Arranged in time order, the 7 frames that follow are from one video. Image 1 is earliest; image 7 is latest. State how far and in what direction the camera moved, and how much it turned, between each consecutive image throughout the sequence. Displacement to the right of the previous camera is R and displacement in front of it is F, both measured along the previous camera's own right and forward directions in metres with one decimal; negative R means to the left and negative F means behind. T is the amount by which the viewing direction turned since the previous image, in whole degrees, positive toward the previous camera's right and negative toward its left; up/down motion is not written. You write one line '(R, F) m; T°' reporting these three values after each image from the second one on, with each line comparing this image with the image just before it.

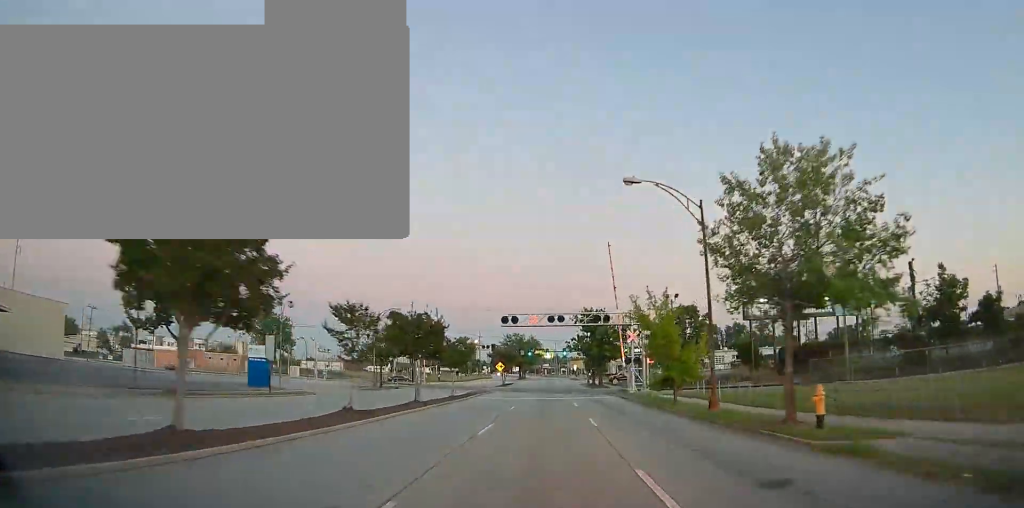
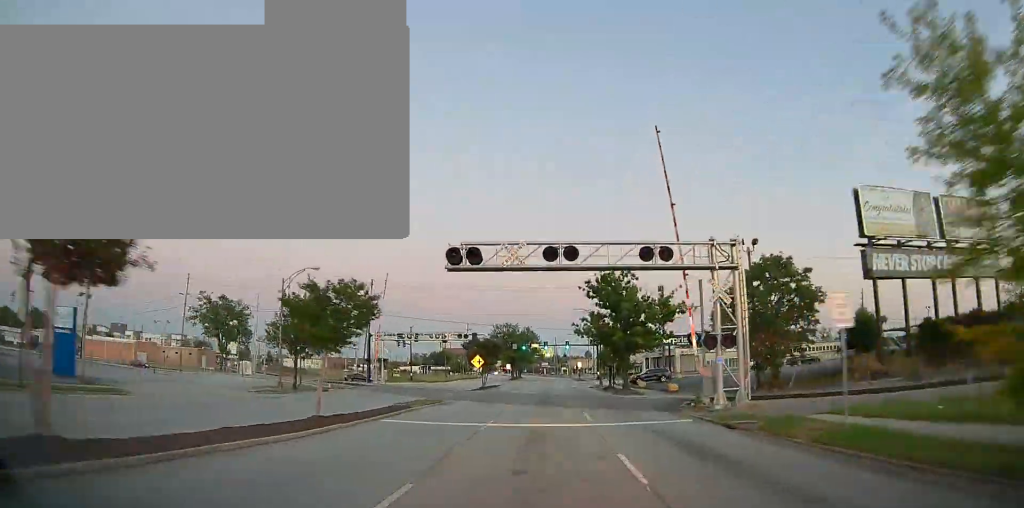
(+0.1, +24.0) m; 0°
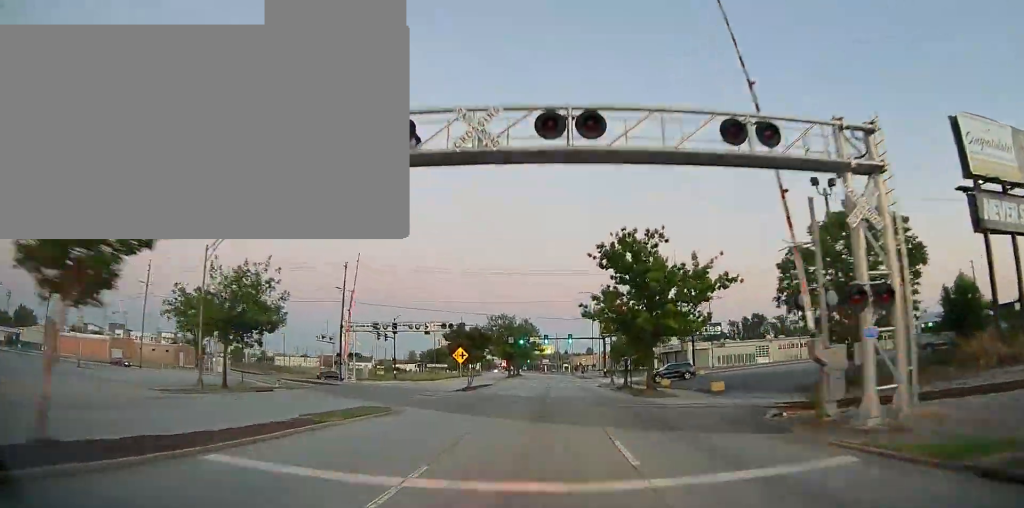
(+0.2, +10.9) m; 0°
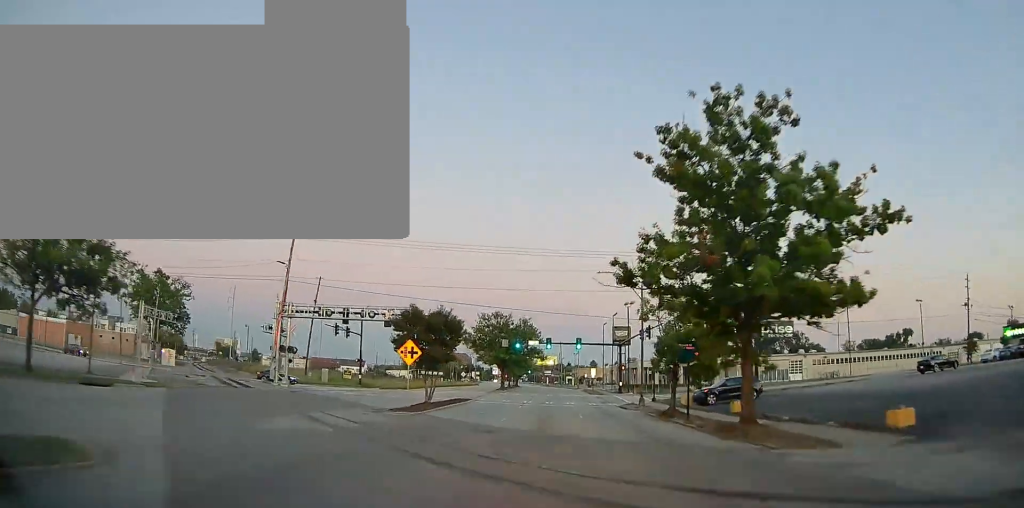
(-0.3, +17.0) m; 0°
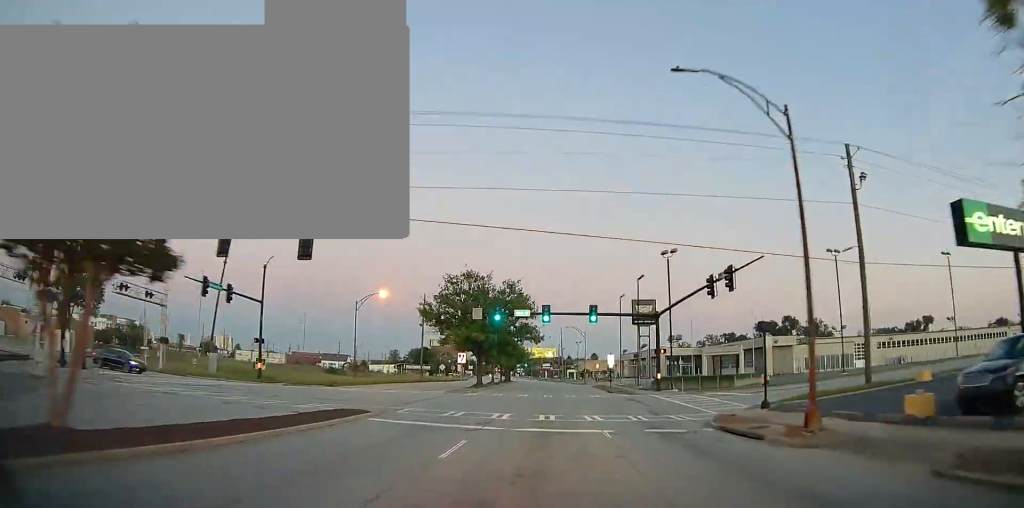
(+0.1, +25.5) m; +1°
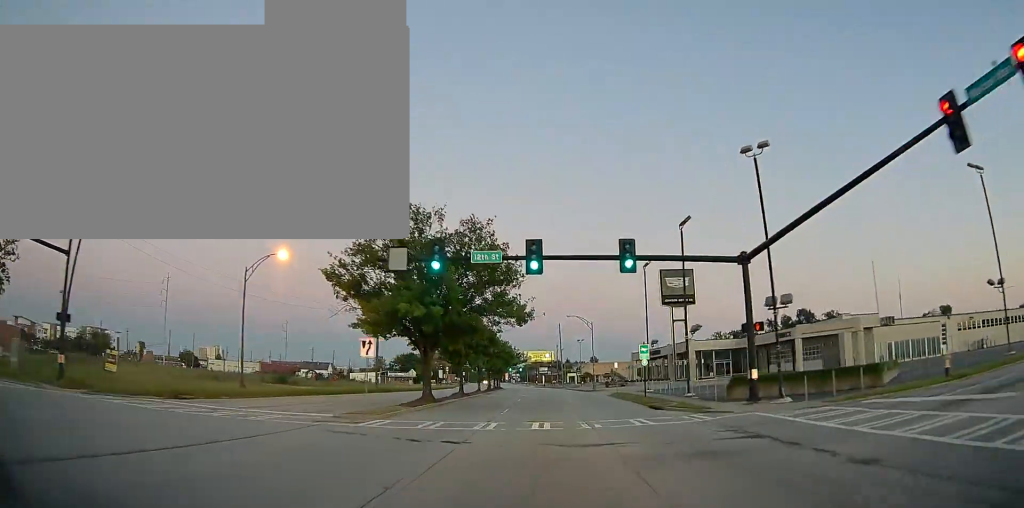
(0.0, +22.2) m; 0°
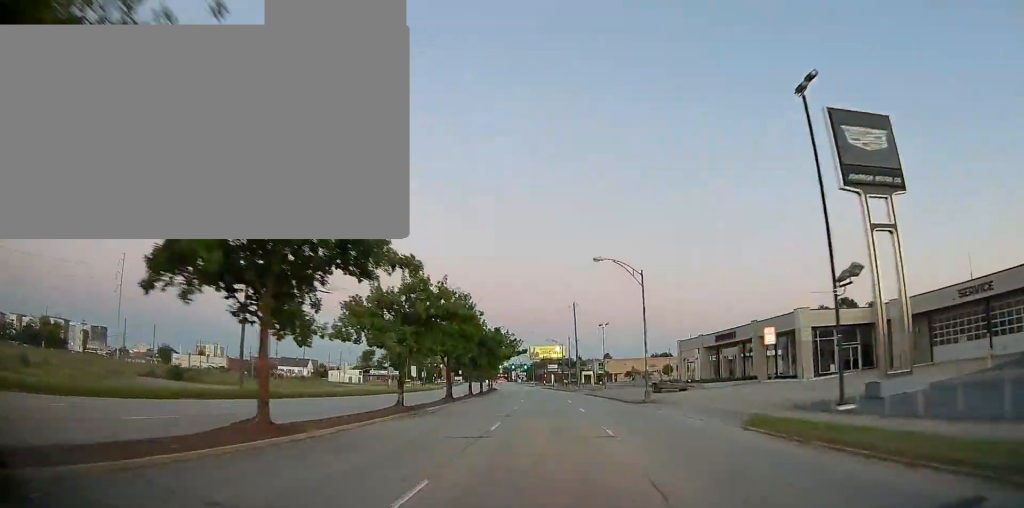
(-0.2, +32.8) m; -1°
